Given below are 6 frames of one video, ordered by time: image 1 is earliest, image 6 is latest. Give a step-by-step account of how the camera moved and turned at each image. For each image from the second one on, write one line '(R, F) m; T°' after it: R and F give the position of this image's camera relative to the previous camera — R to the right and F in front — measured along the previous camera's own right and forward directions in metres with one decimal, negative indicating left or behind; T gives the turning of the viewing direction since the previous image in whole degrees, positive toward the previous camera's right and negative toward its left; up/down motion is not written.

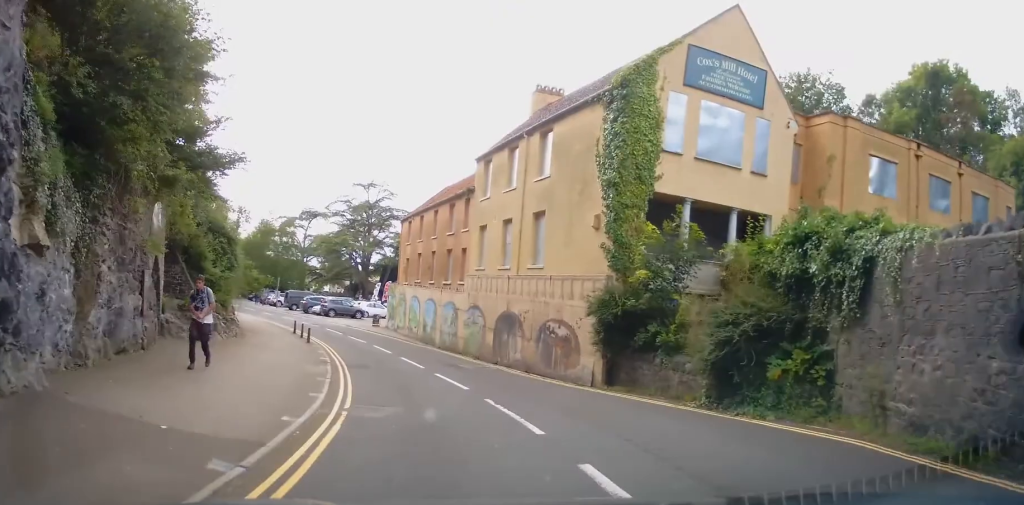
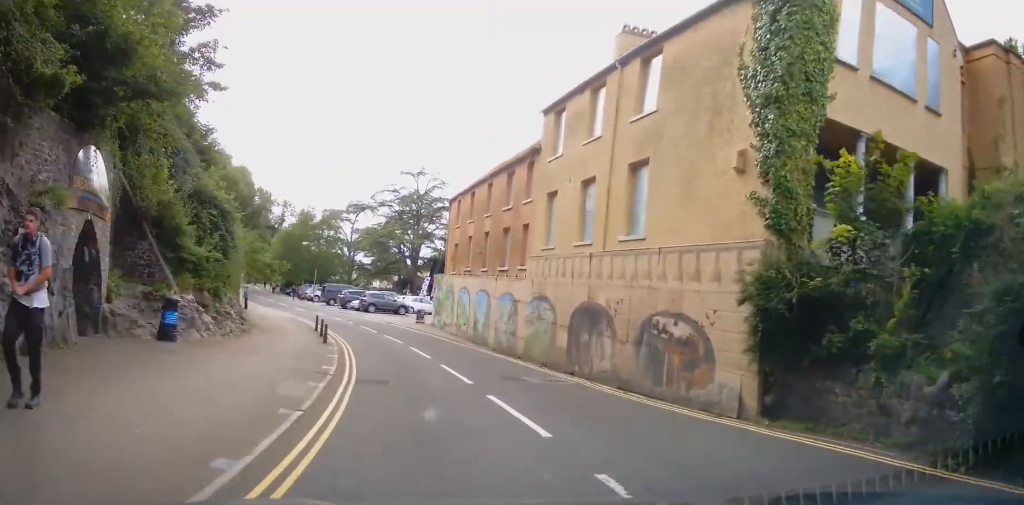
(-0.3, +6.0) m; -5°
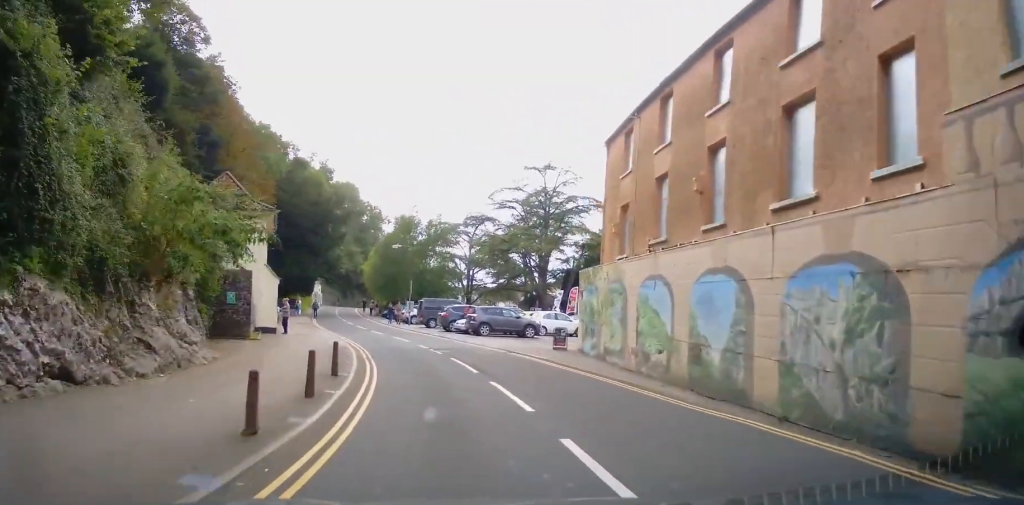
(-1.5, +15.3) m; -9°
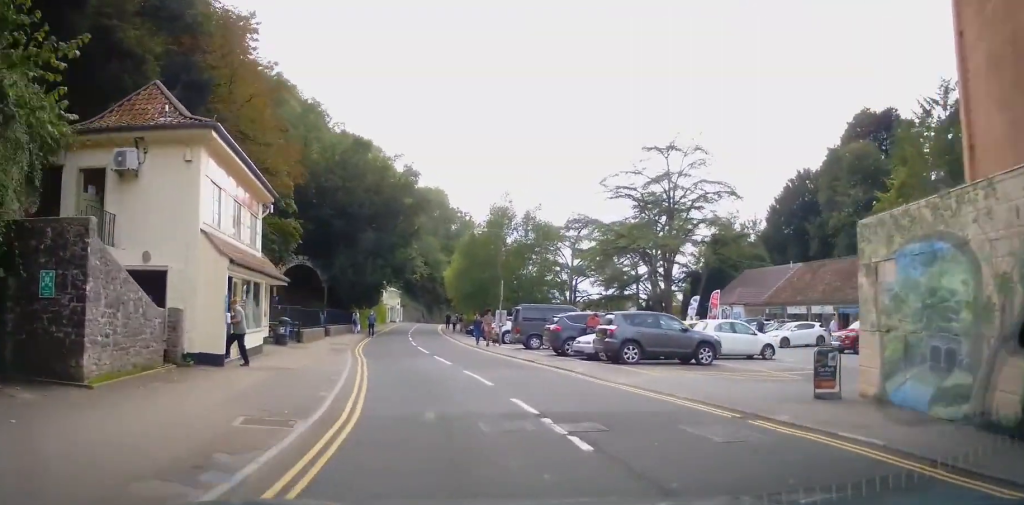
(-1.2, +14.7) m; -10°
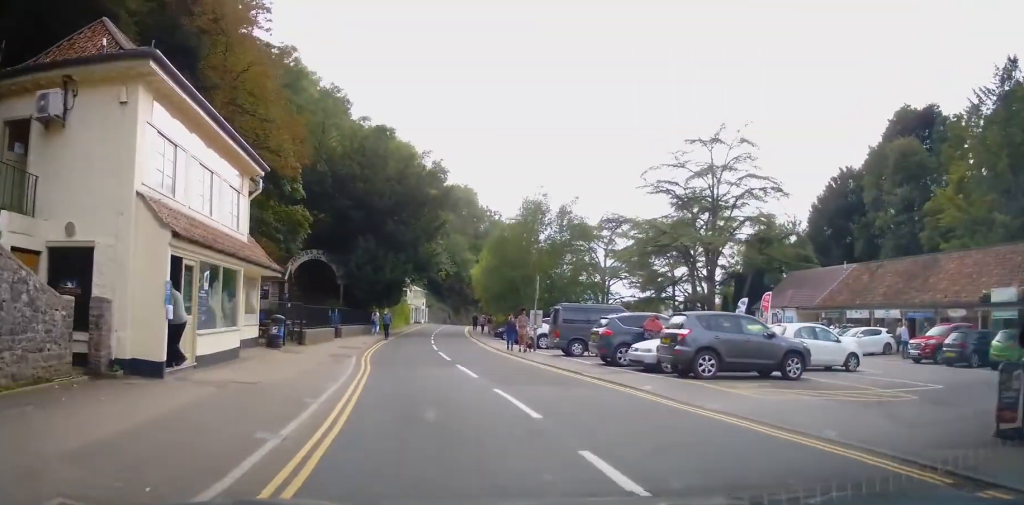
(-0.2, +4.5) m; -3°
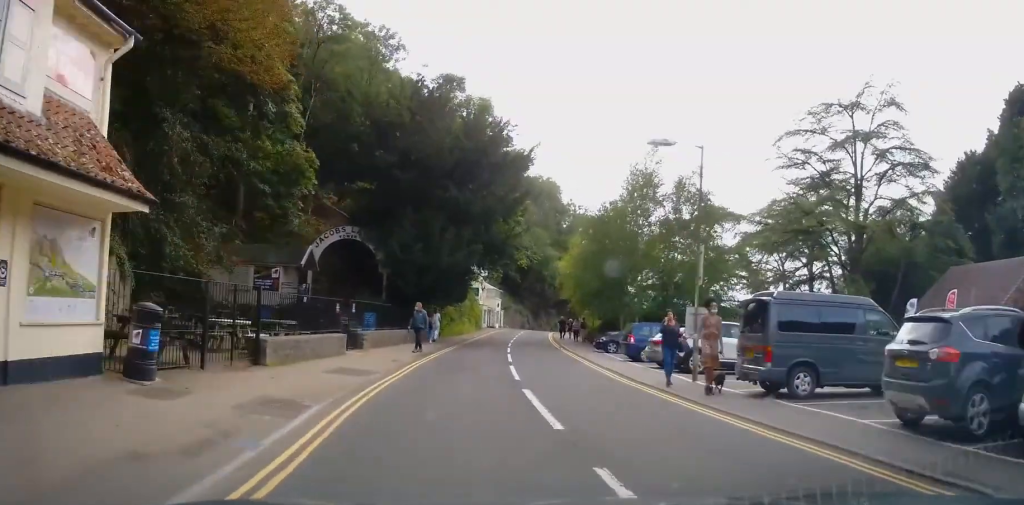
(-0.4, +13.1) m; -3°
